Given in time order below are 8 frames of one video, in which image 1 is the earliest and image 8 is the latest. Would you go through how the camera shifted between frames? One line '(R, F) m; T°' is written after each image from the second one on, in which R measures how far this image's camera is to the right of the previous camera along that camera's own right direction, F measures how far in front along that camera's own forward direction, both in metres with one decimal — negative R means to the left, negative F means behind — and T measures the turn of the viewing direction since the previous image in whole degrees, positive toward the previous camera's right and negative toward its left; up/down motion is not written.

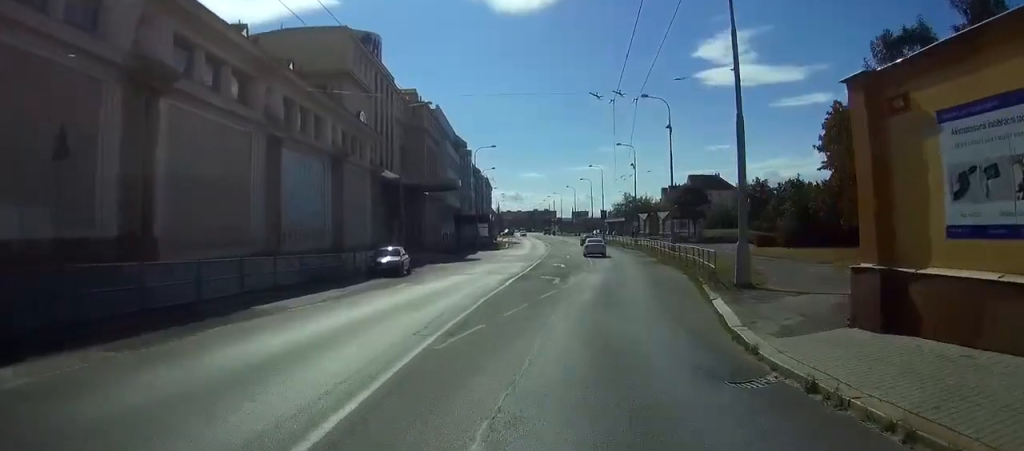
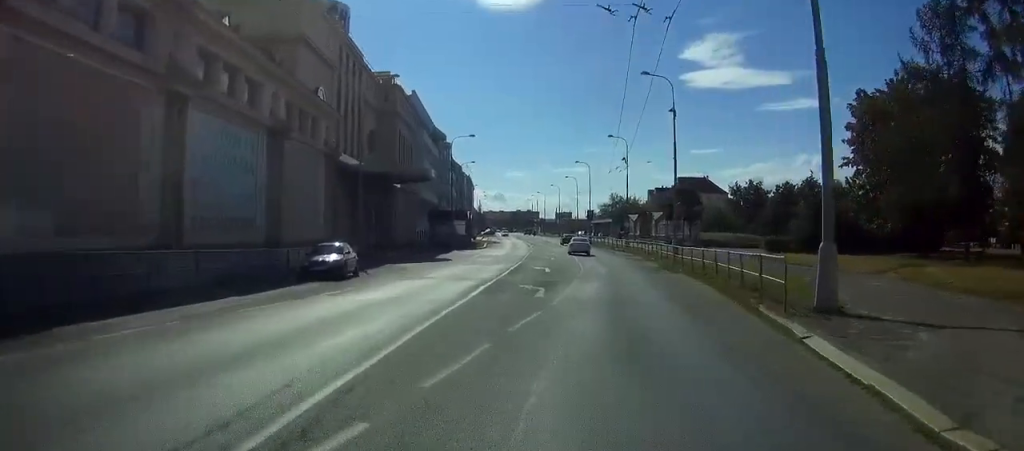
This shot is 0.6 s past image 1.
(-0.2, +7.3) m; 0°
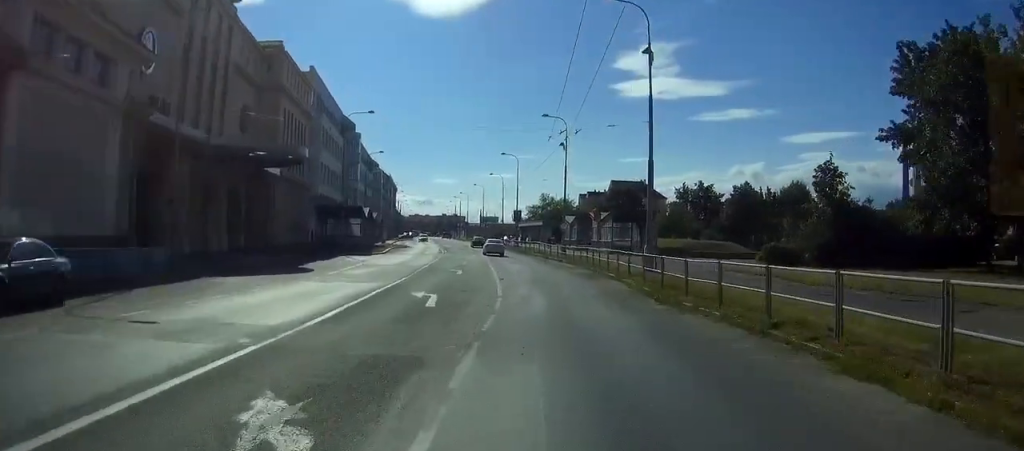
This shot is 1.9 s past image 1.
(+0.8, +16.1) m; +6°
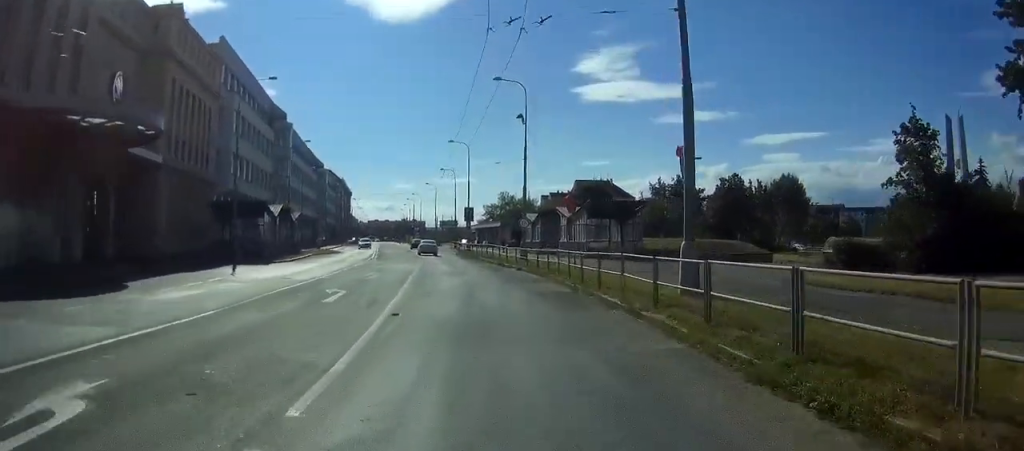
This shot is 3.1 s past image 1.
(+0.8, +14.6) m; +5°
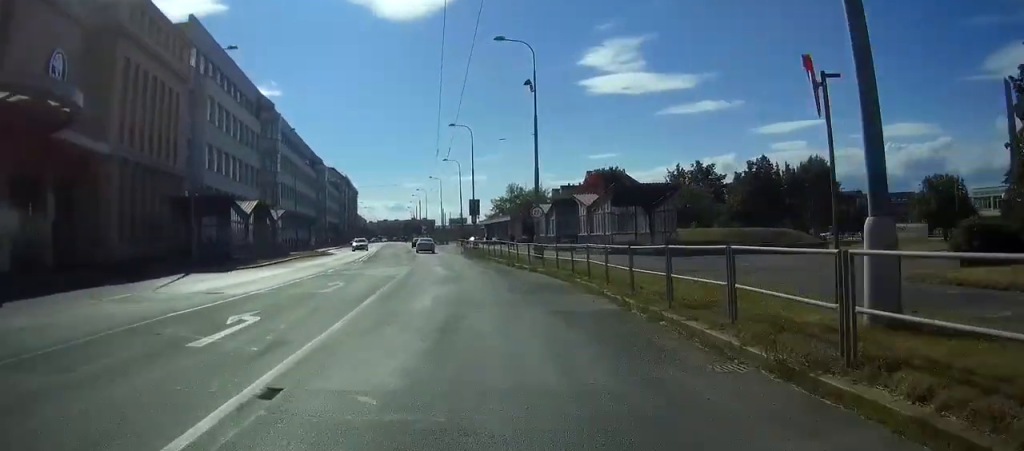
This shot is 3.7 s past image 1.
(+0.2, +8.0) m; +2°
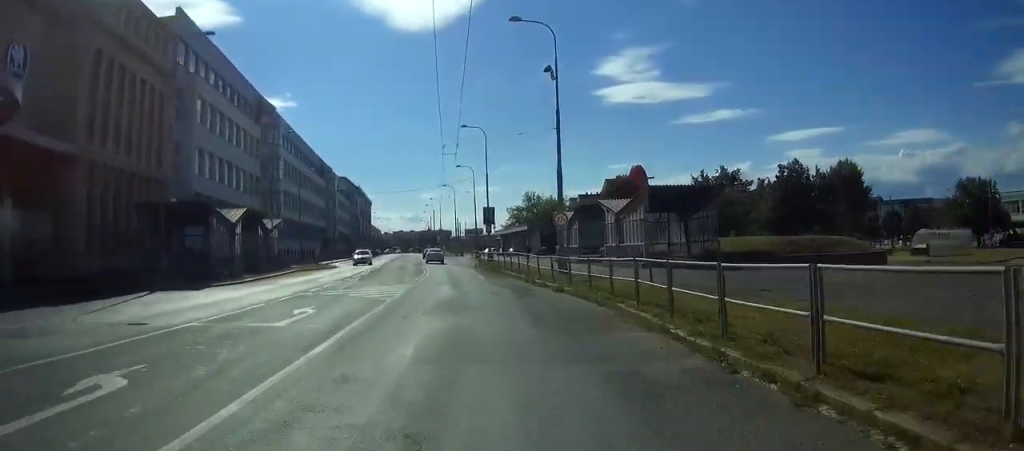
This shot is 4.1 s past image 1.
(+0.1, +5.5) m; -1°
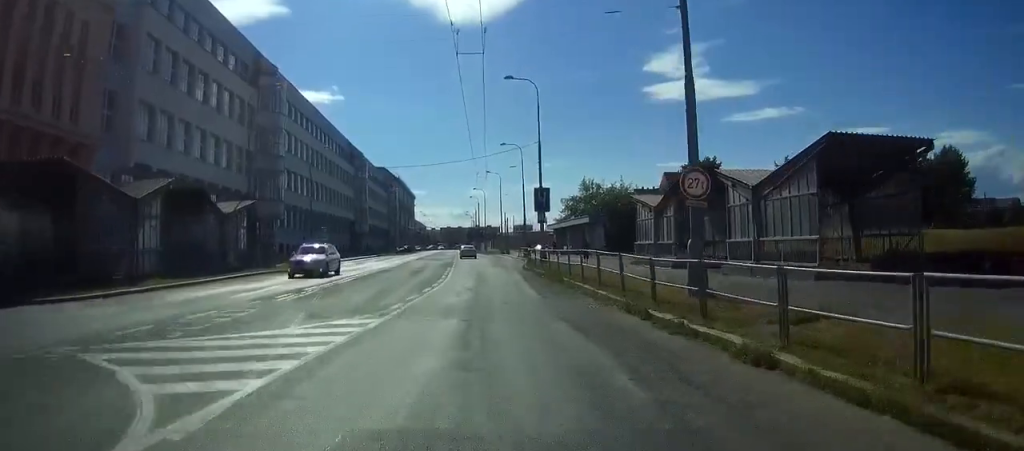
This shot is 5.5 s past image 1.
(-0.4, +17.0) m; -4°
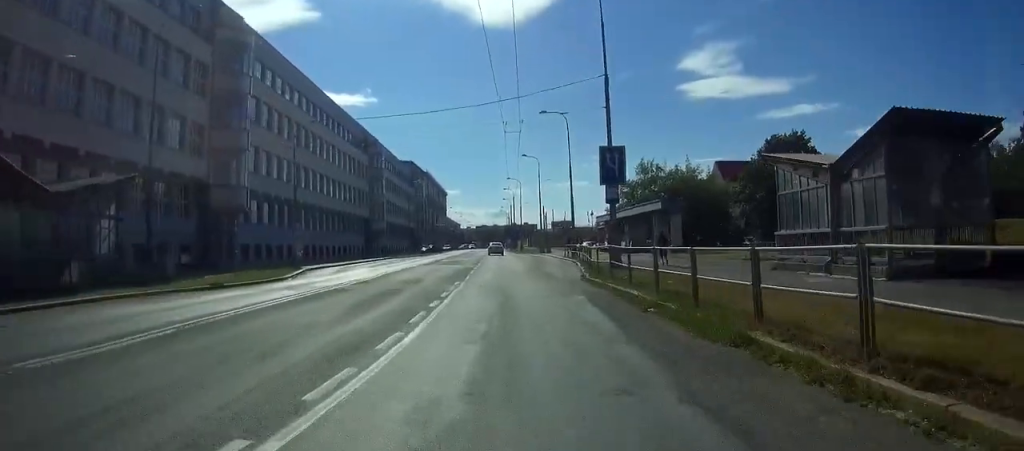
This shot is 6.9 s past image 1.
(-0.9, +18.7) m; -4°
